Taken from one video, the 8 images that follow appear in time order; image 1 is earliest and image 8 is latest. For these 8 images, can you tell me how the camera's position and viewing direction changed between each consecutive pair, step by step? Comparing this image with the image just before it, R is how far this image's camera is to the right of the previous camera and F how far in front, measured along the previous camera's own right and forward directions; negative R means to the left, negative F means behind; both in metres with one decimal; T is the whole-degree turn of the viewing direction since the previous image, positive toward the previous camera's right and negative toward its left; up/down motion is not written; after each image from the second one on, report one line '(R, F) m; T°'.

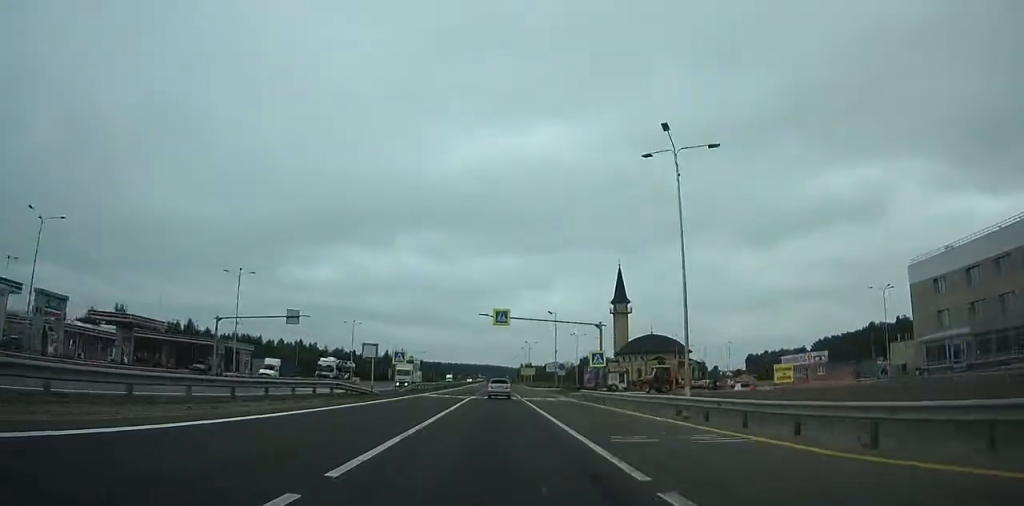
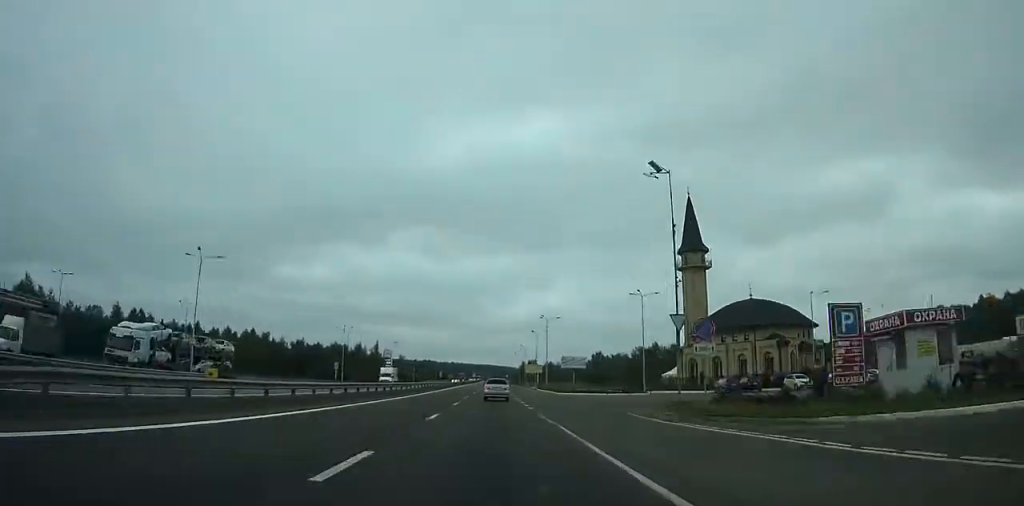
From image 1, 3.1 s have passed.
(+0.1, +49.2) m; 0°
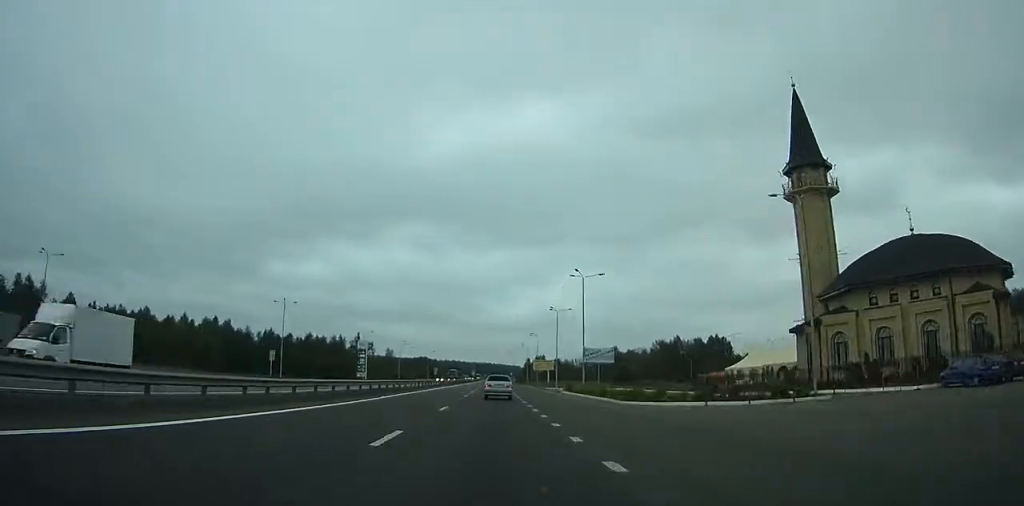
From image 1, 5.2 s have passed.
(+0.1, +32.3) m; 0°
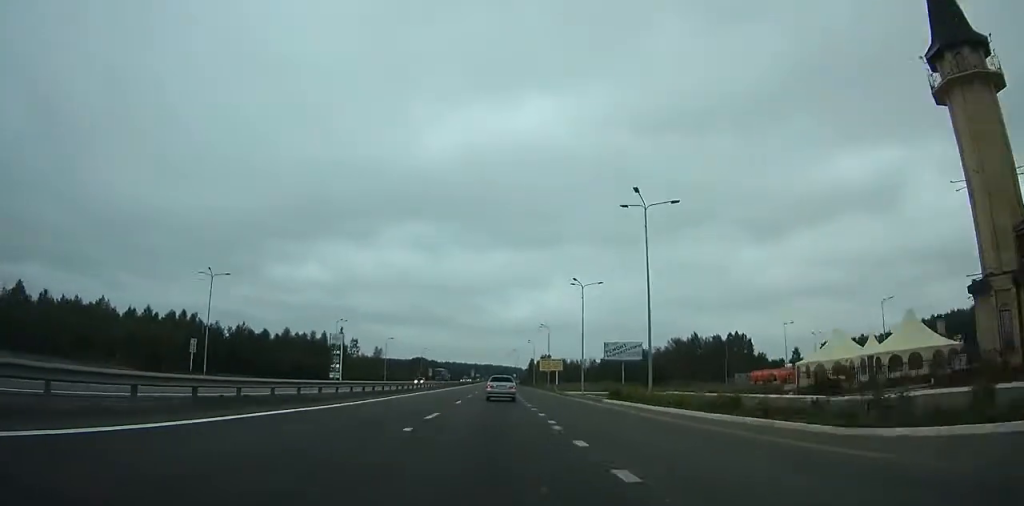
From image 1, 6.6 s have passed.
(0.0, +21.0) m; 0°
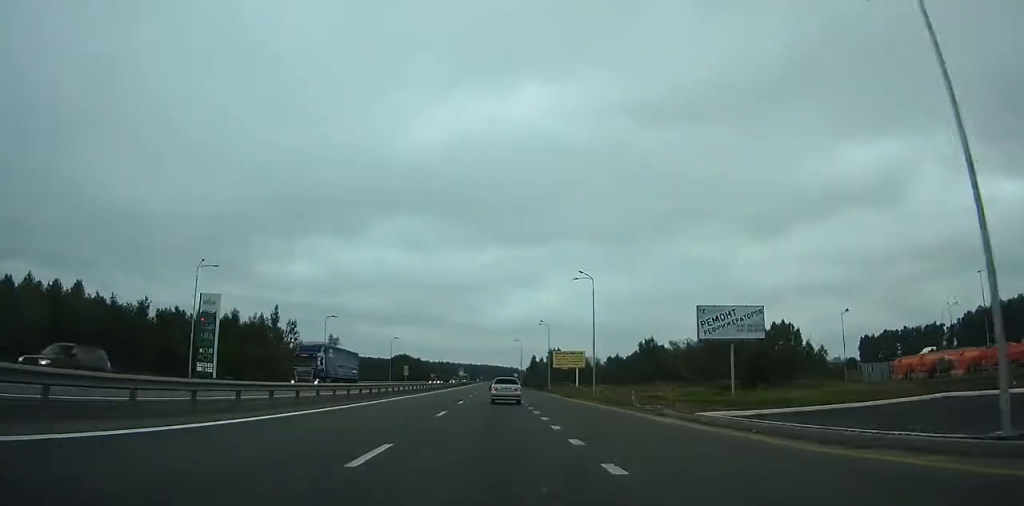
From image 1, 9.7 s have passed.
(0.0, +45.5) m; 0°
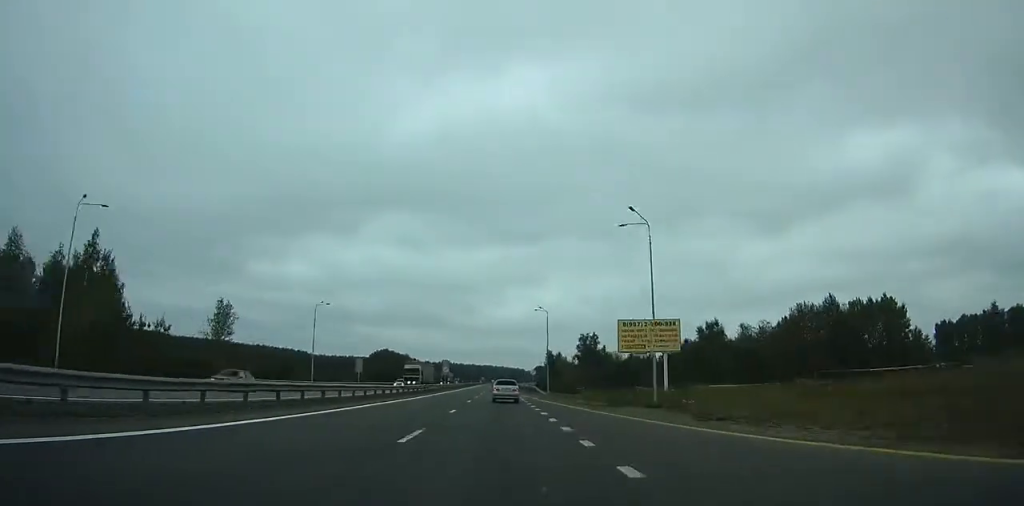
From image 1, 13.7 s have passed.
(0.0, +57.7) m; -1°
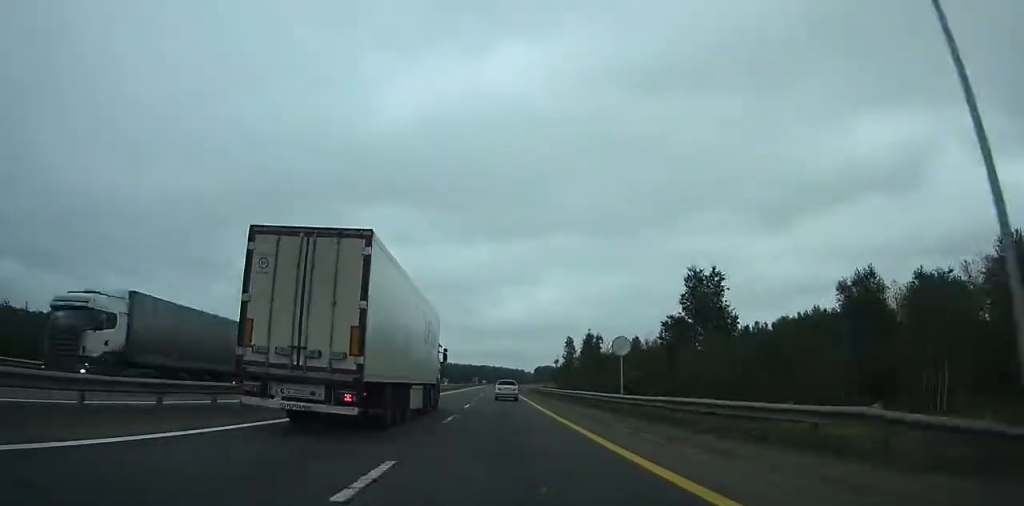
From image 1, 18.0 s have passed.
(-0.8, +64.7) m; -1°
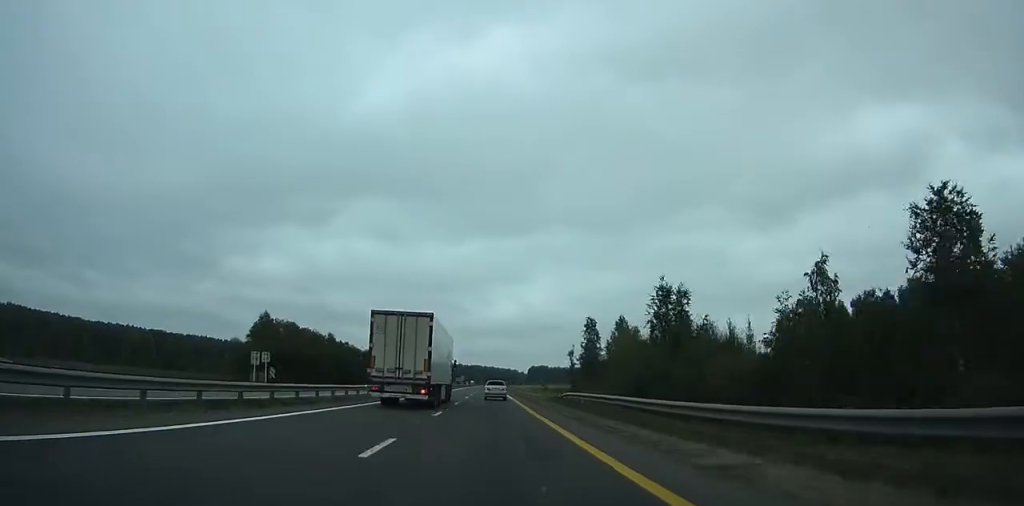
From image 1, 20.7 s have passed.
(+0.2, +43.6) m; +1°
